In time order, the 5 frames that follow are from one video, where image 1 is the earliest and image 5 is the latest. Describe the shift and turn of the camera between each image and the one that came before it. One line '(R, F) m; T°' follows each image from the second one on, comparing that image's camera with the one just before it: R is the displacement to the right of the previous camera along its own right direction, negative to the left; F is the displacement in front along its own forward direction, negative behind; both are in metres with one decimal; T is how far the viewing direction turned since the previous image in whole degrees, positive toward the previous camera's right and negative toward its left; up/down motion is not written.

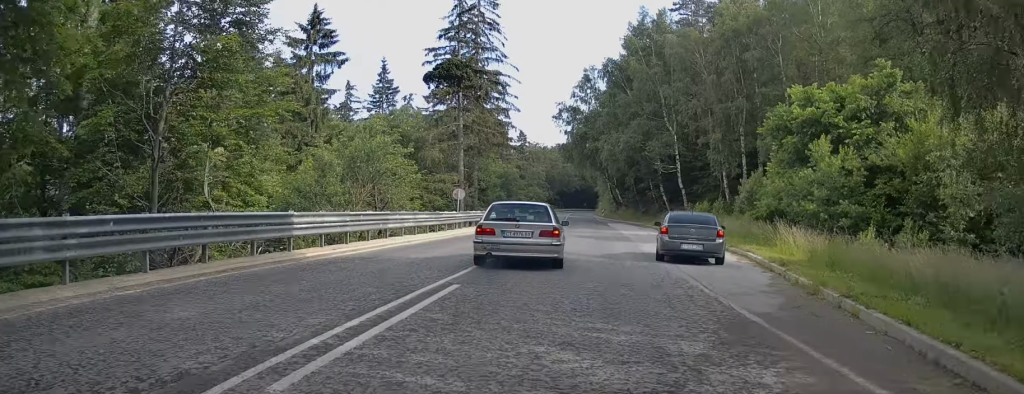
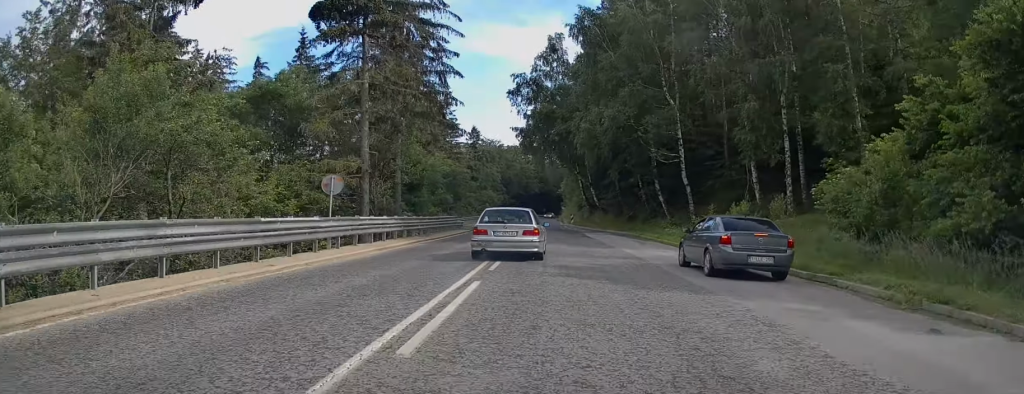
(+2.7, +18.3) m; +10°
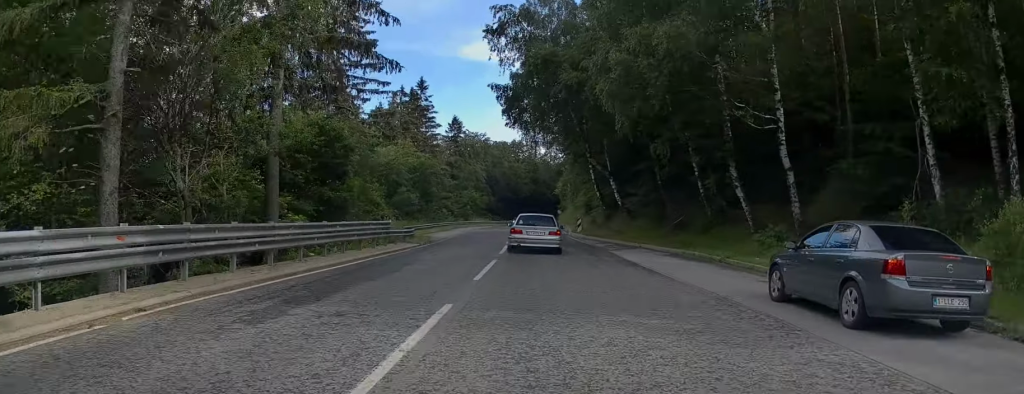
(-0.2, +21.0) m; 0°
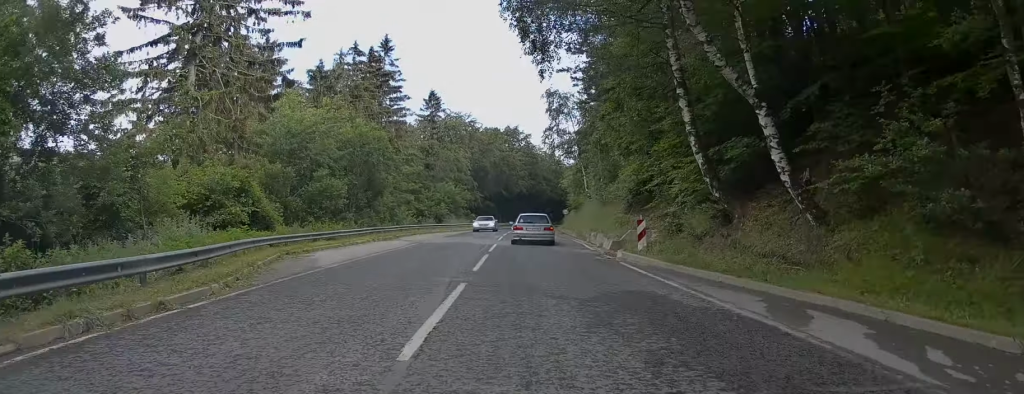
(-0.2, +26.8) m; -1°
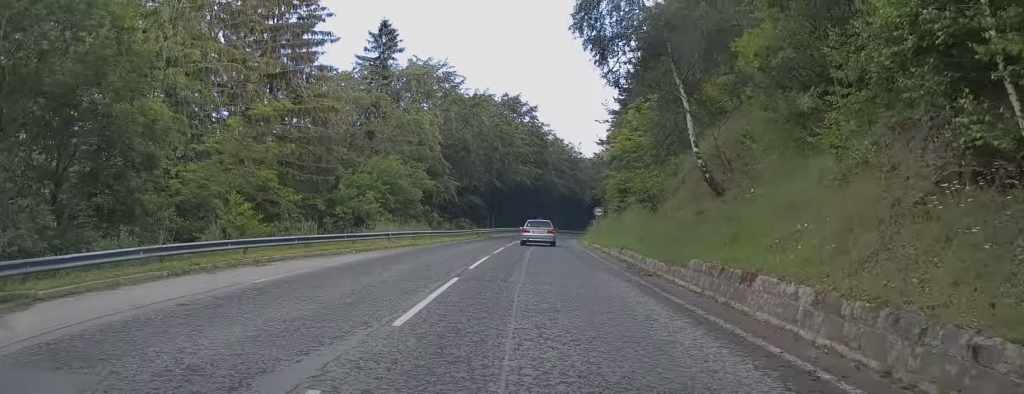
(-0.6, +35.9) m; -1°
